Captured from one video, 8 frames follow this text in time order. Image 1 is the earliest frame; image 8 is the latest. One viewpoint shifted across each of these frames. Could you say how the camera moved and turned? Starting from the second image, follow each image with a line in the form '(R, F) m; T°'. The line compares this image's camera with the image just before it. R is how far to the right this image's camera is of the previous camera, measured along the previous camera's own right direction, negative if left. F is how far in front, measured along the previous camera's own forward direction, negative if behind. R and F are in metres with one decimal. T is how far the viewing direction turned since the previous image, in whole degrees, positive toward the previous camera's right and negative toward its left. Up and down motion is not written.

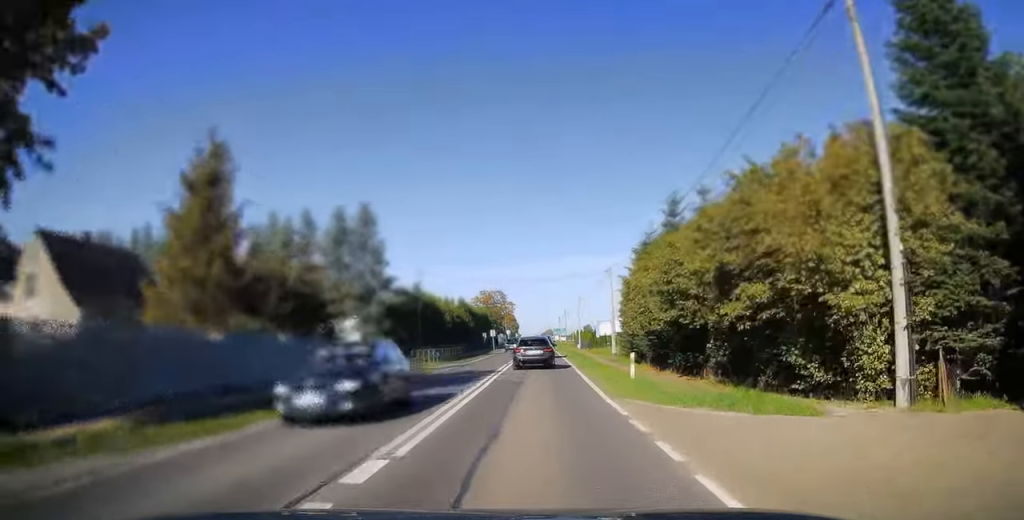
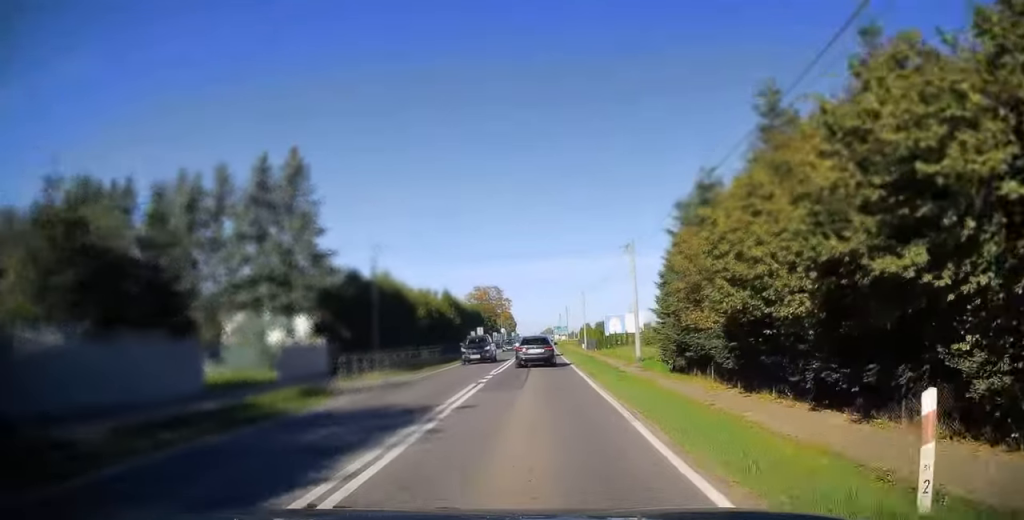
(0.0, +15.1) m; 0°
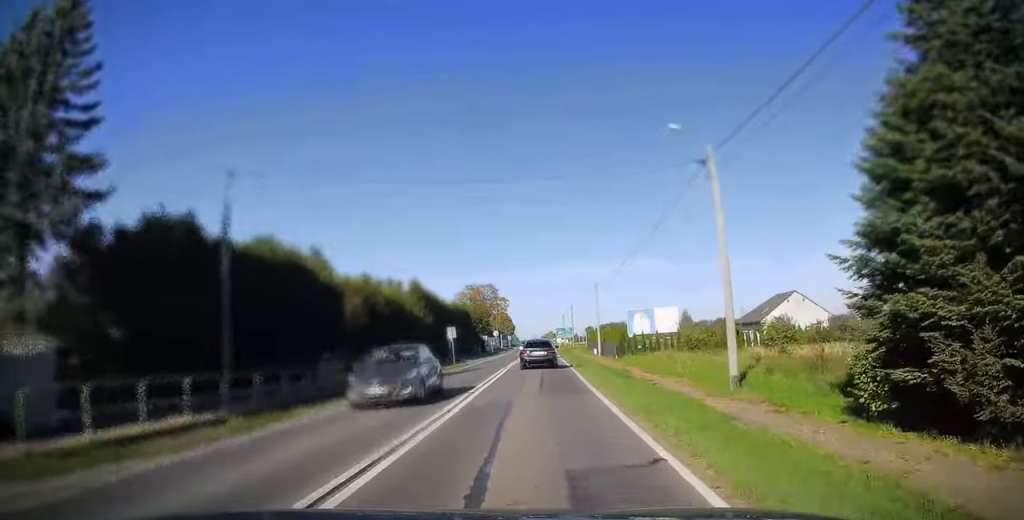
(+0.1, +21.1) m; 0°
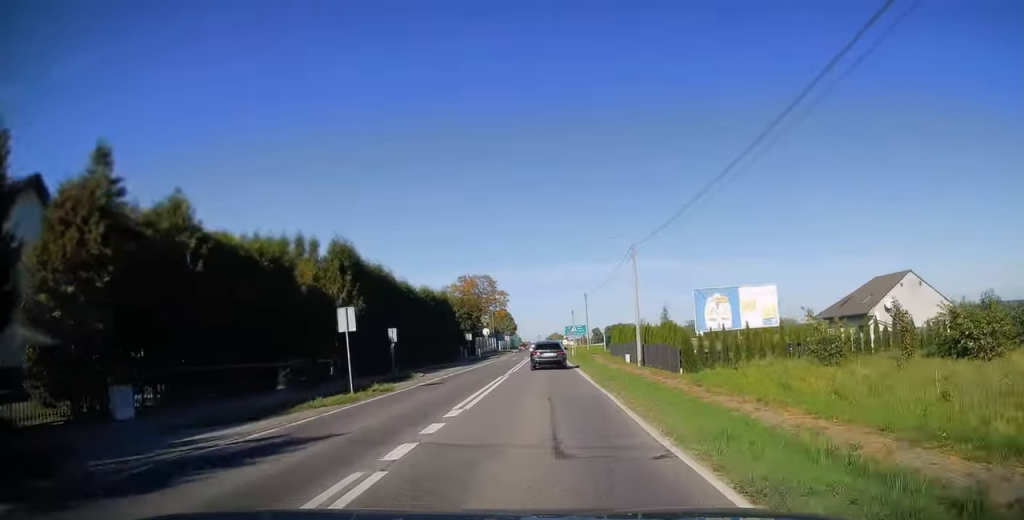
(-0.2, +24.7) m; 0°
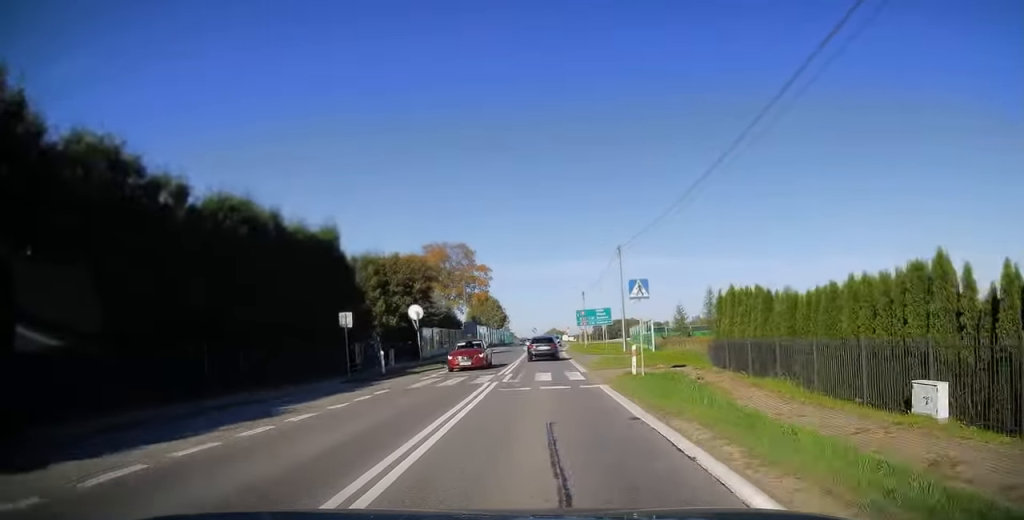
(+0.1, +39.8) m; 0°
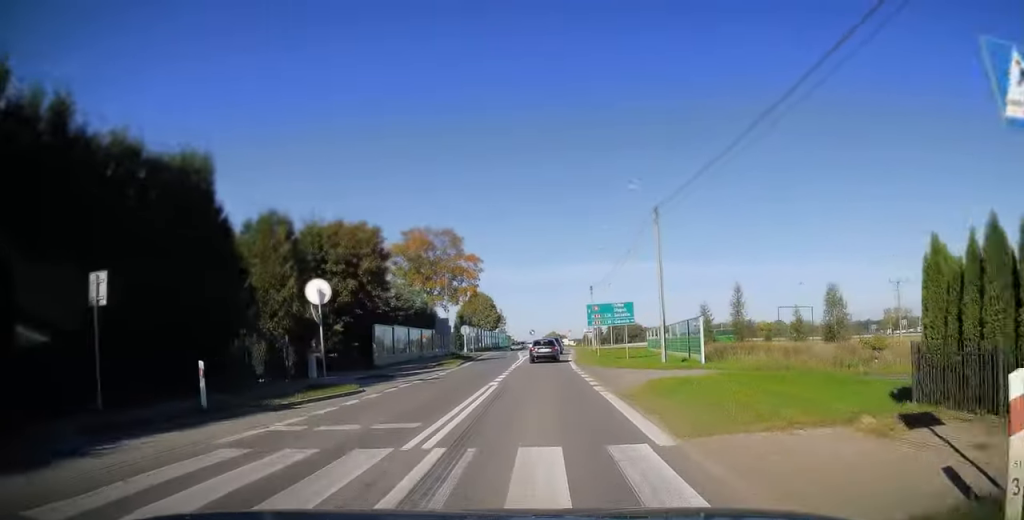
(0.0, +15.1) m; 0°
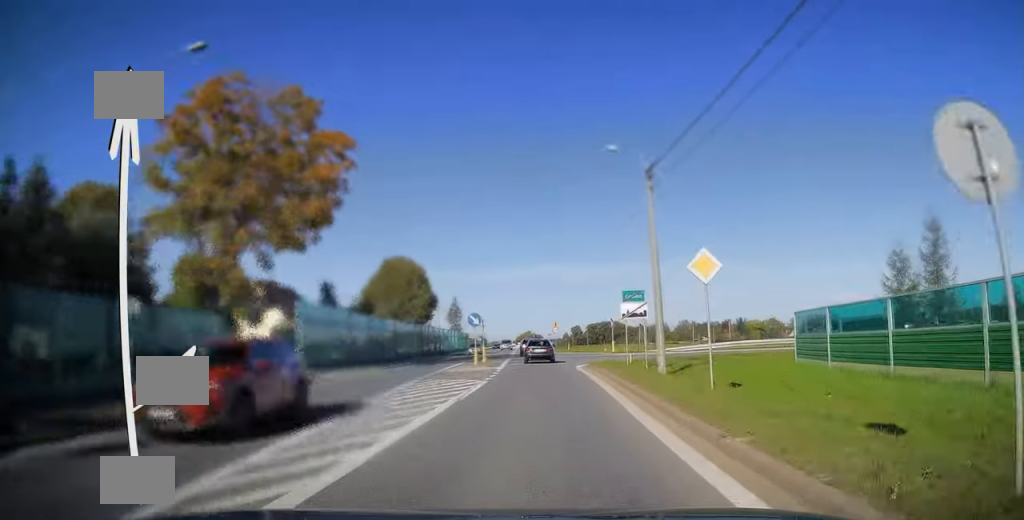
(+0.8, +50.1) m; +2°
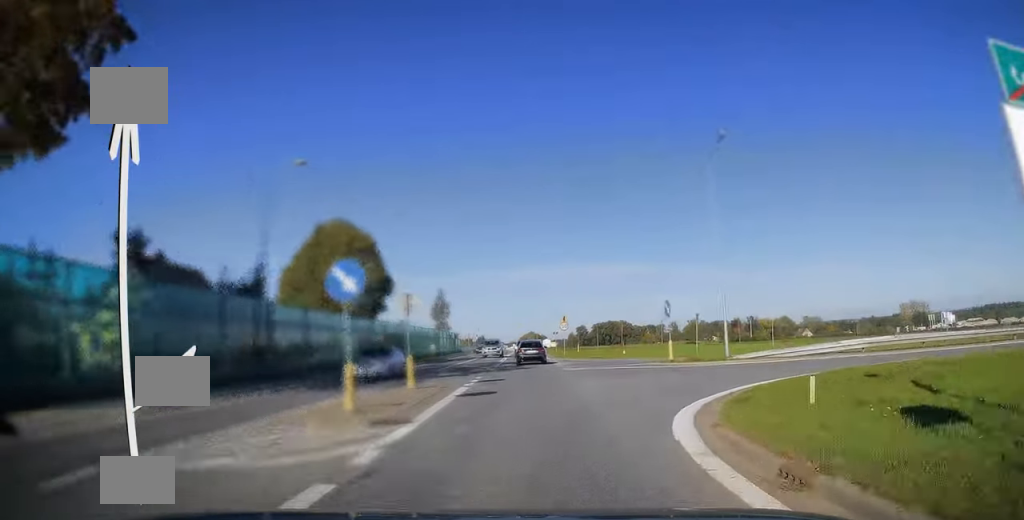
(+0.1, +22.3) m; 0°
